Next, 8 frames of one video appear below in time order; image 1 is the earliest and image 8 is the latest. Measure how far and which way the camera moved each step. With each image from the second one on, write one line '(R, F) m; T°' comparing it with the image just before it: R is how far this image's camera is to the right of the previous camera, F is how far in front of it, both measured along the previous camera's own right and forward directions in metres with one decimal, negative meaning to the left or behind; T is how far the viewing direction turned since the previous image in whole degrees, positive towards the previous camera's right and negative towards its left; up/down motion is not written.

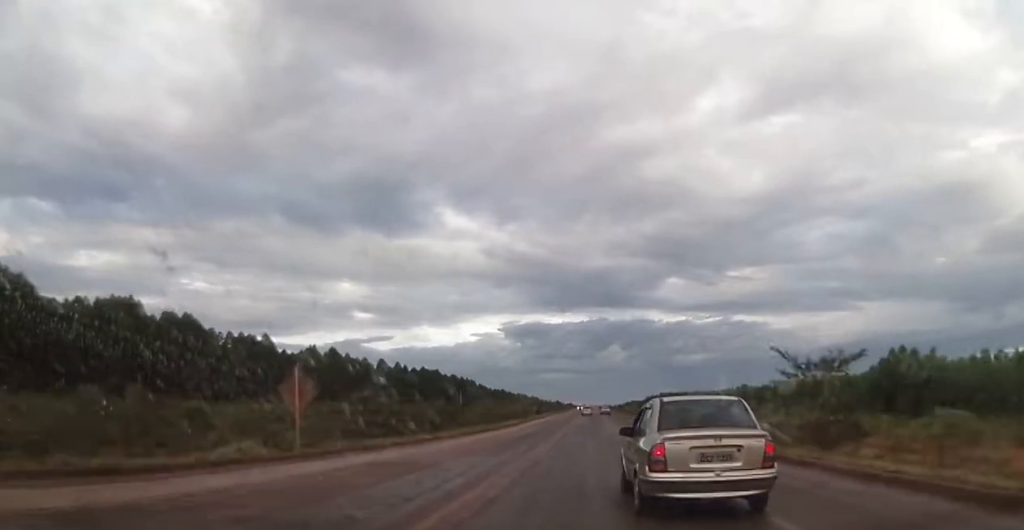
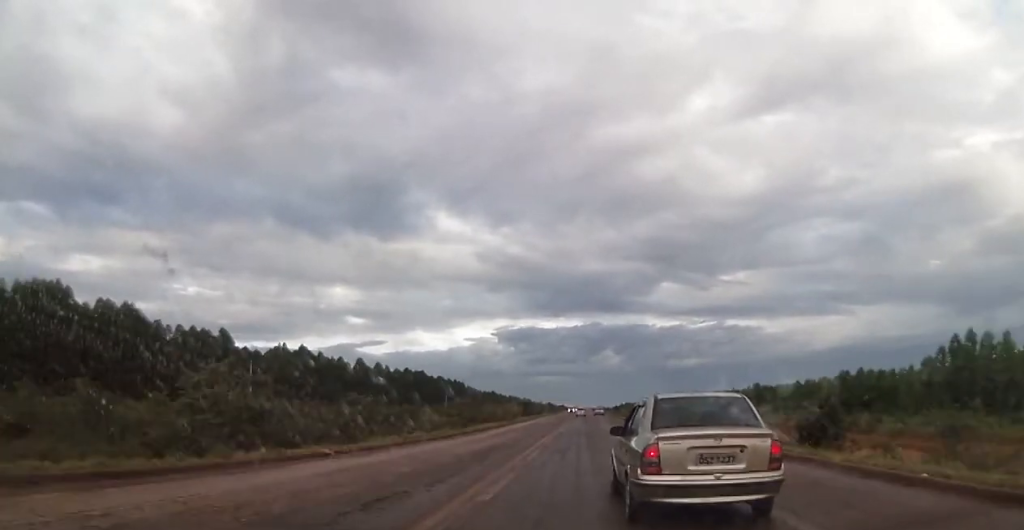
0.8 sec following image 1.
(+0.1, +16.8) m; 0°
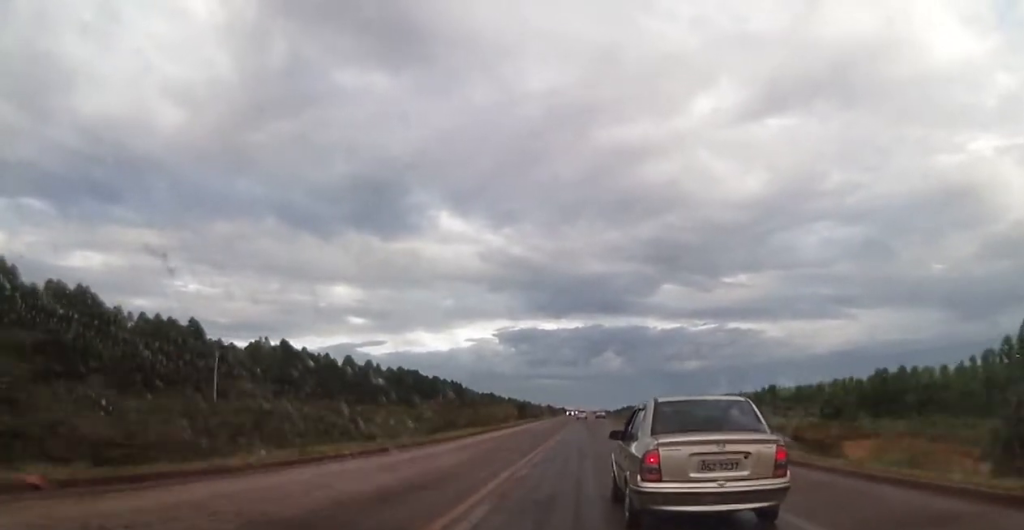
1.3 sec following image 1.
(+0.1, +12.4) m; 0°
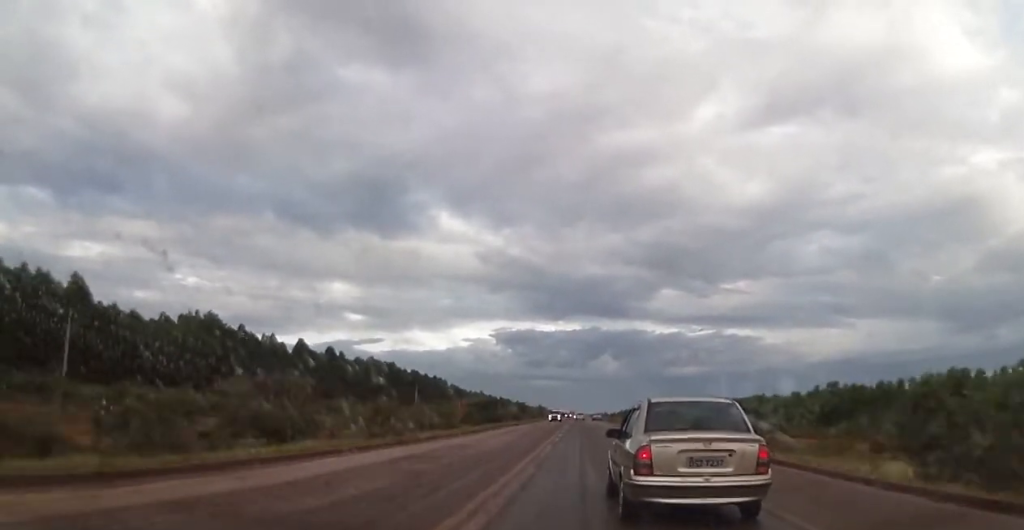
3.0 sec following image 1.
(+0.5, +34.8) m; +2°
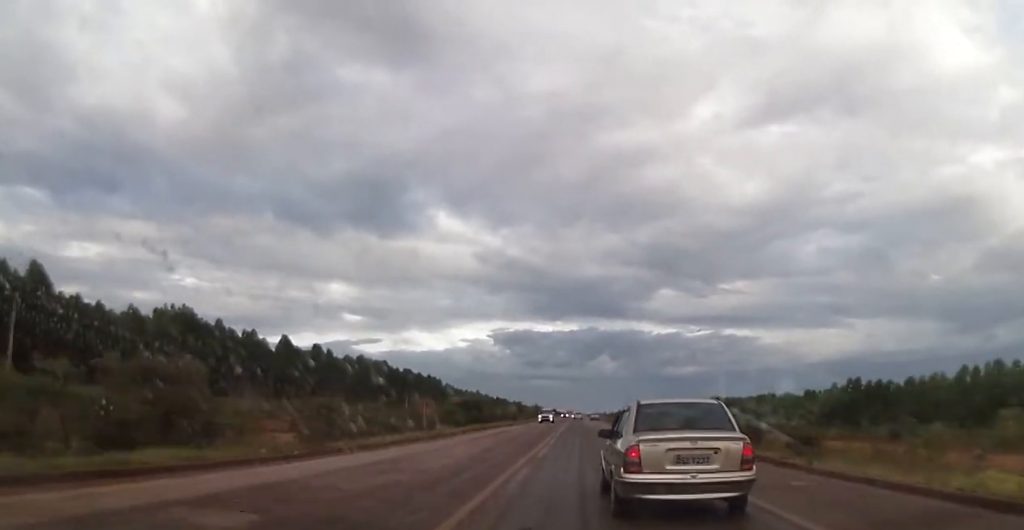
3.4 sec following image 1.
(+0.2, +9.0) m; 0°
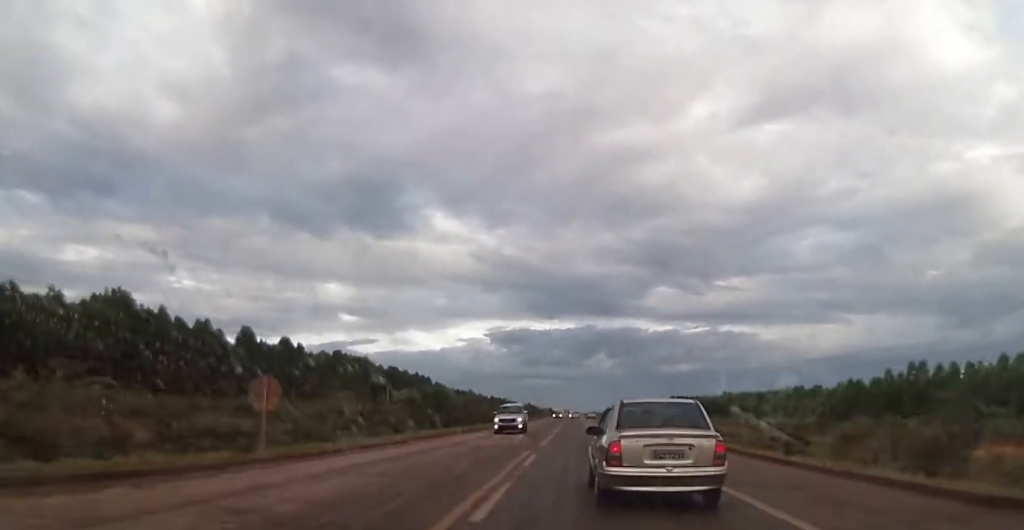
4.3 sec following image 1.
(-0.4, +19.0) m; 0°
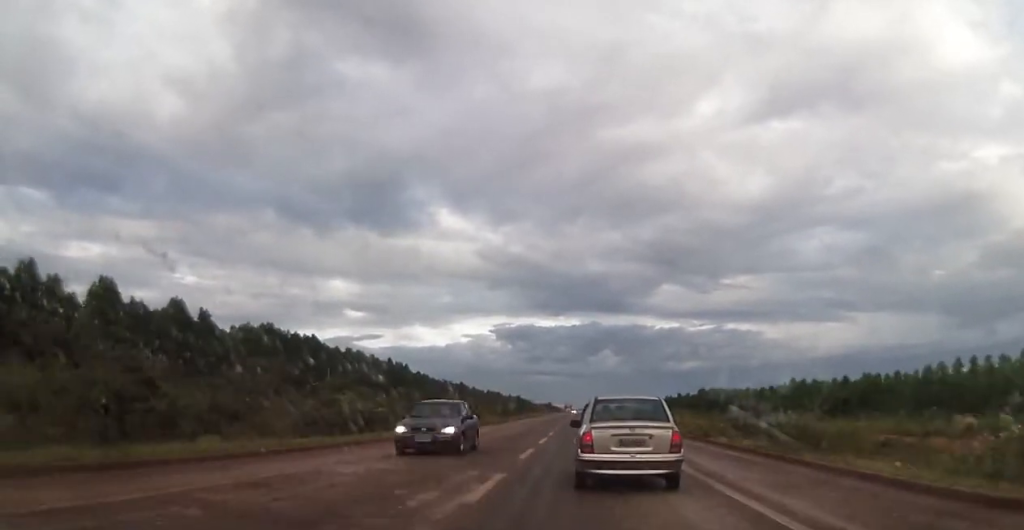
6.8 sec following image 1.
(-0.2, +50.0) m; -1°
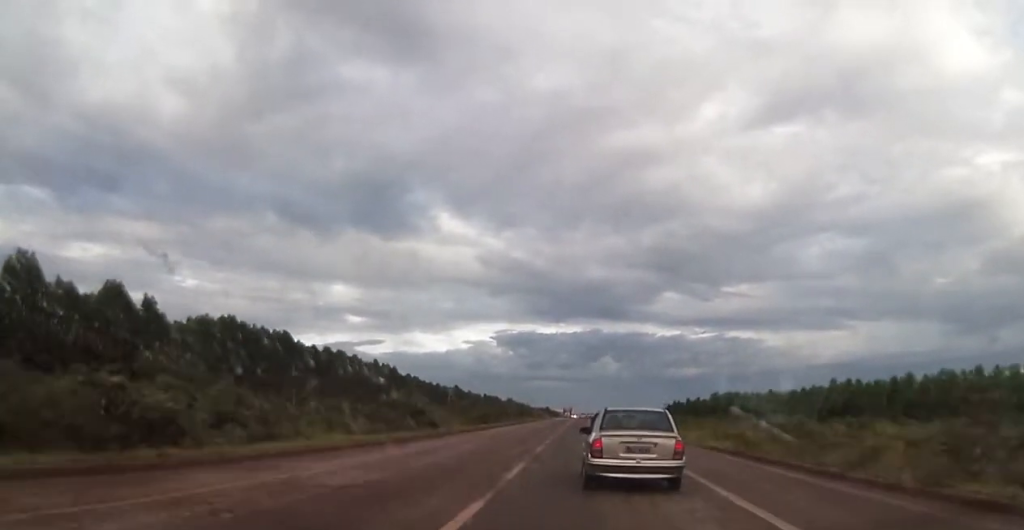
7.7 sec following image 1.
(+0.2, +19.1) m; +1°
